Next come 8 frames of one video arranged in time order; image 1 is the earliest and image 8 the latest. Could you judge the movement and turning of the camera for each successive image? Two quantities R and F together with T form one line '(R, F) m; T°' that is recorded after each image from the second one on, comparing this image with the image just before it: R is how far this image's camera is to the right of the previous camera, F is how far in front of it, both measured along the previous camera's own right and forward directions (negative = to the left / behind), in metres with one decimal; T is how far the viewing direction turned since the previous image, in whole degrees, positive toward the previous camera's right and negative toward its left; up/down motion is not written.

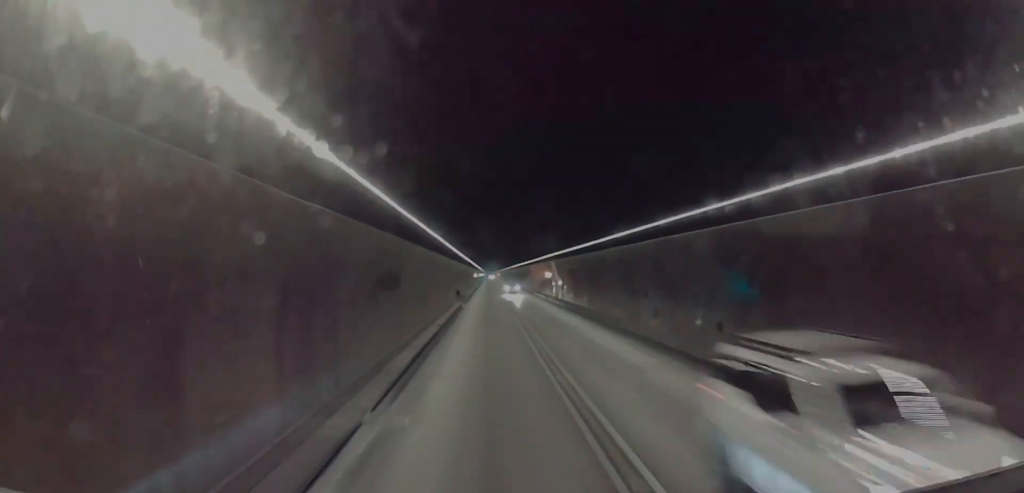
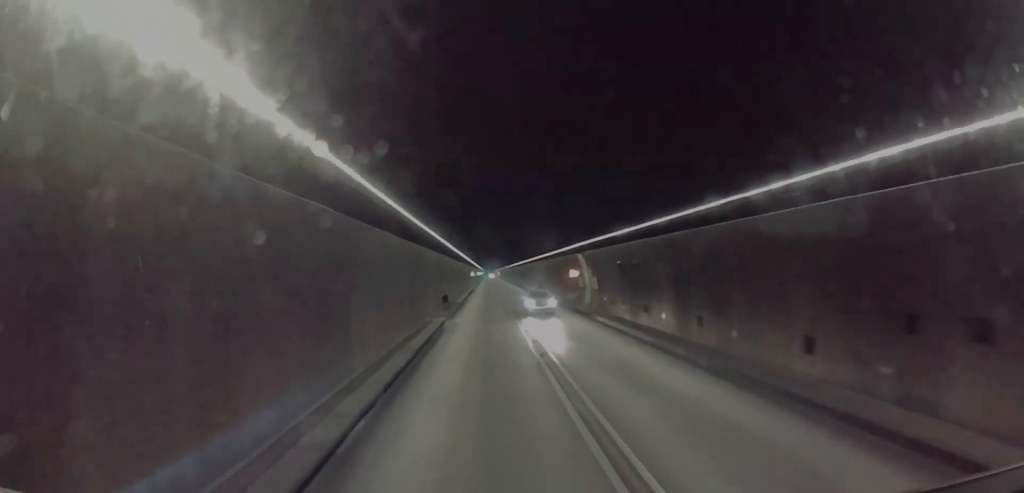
(0.0, +19.9) m; +1°
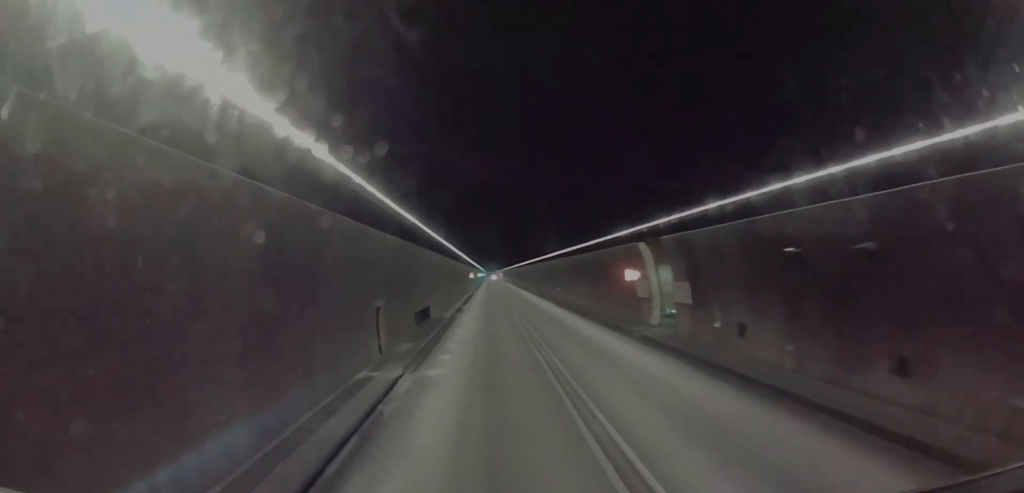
(+0.3, +17.9) m; +1°
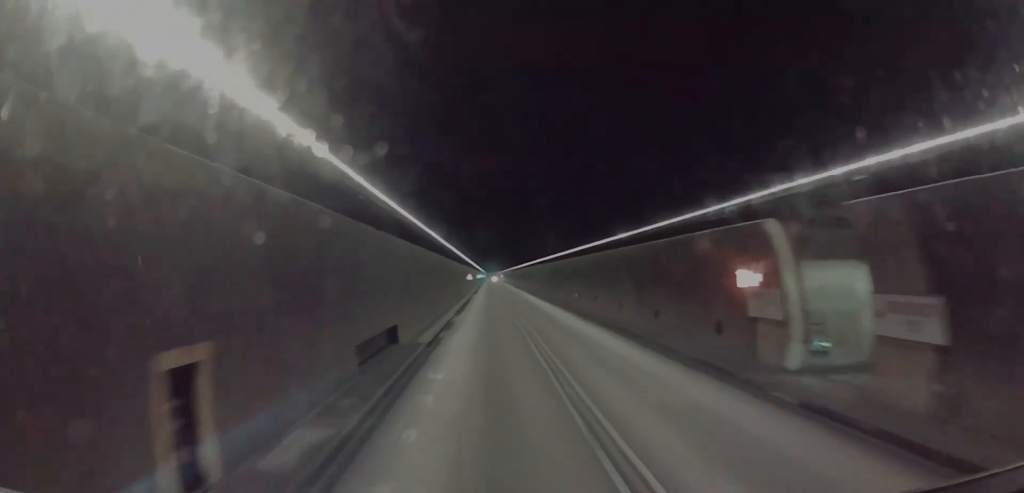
(+0.1, +12.7) m; -1°
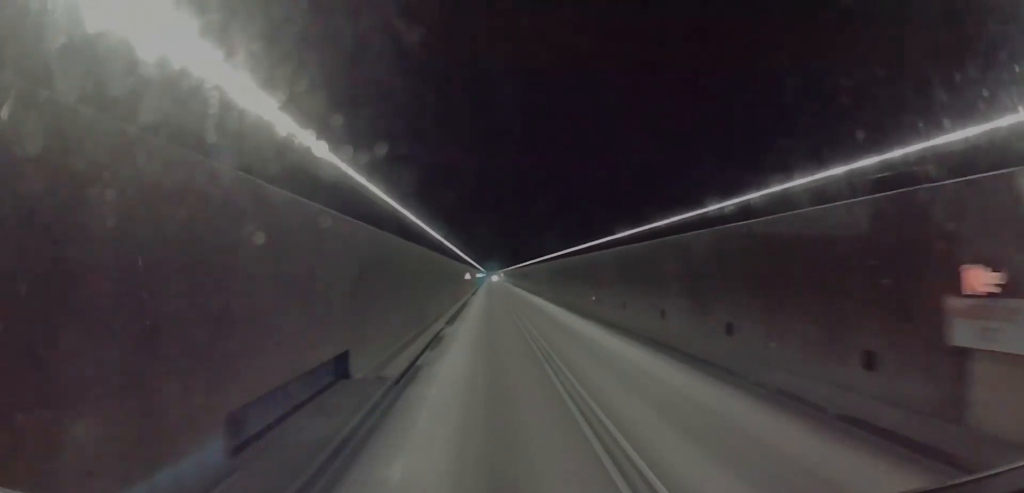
(-0.2, +8.1) m; -1°
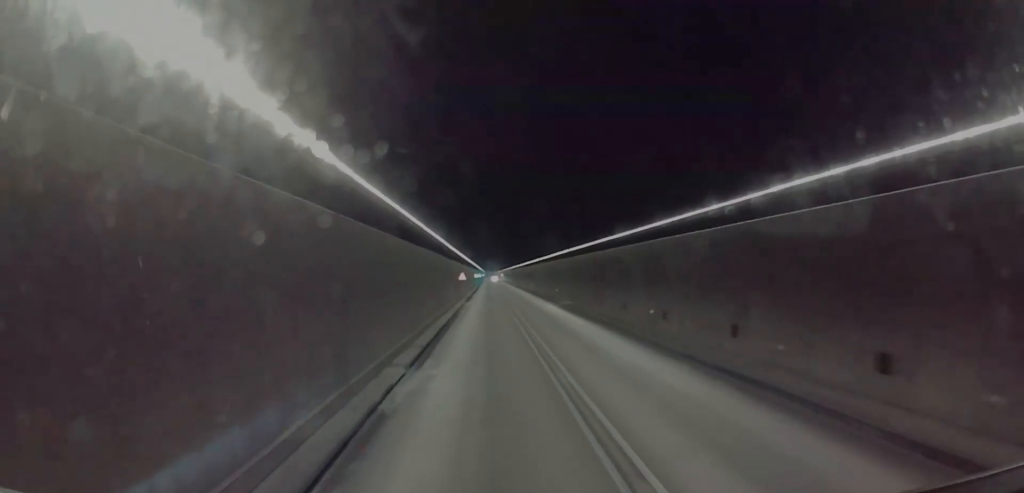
(-0.1, +15.3) m; -1°
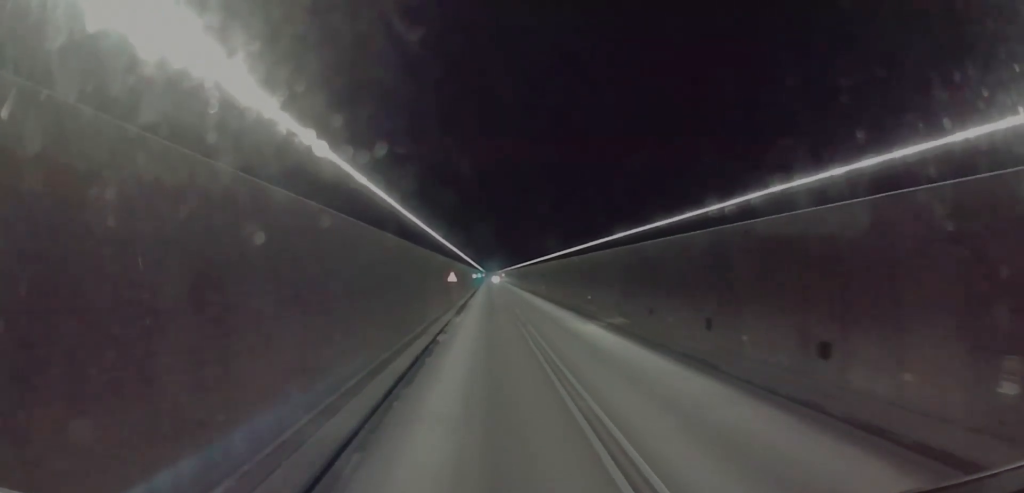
(0.0, +19.4) m; 0°
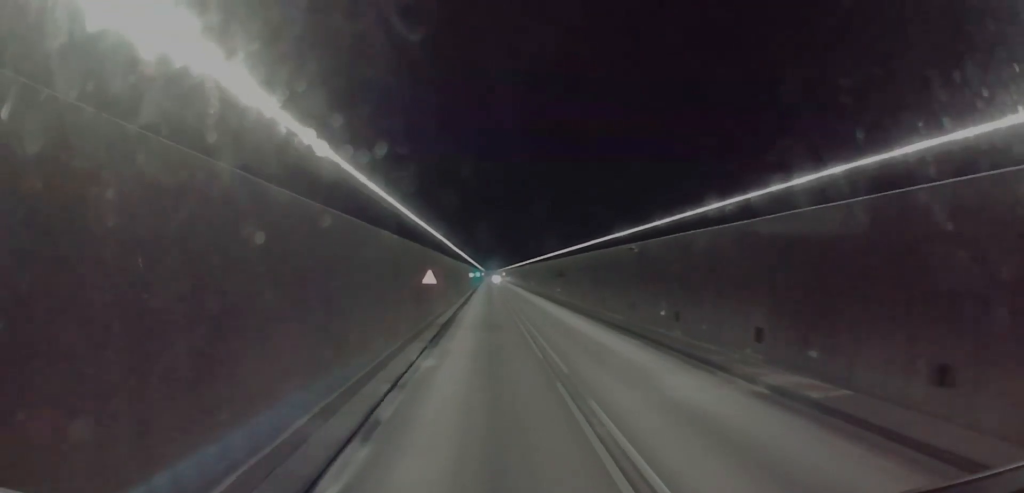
(0.0, +18.6) m; 0°
